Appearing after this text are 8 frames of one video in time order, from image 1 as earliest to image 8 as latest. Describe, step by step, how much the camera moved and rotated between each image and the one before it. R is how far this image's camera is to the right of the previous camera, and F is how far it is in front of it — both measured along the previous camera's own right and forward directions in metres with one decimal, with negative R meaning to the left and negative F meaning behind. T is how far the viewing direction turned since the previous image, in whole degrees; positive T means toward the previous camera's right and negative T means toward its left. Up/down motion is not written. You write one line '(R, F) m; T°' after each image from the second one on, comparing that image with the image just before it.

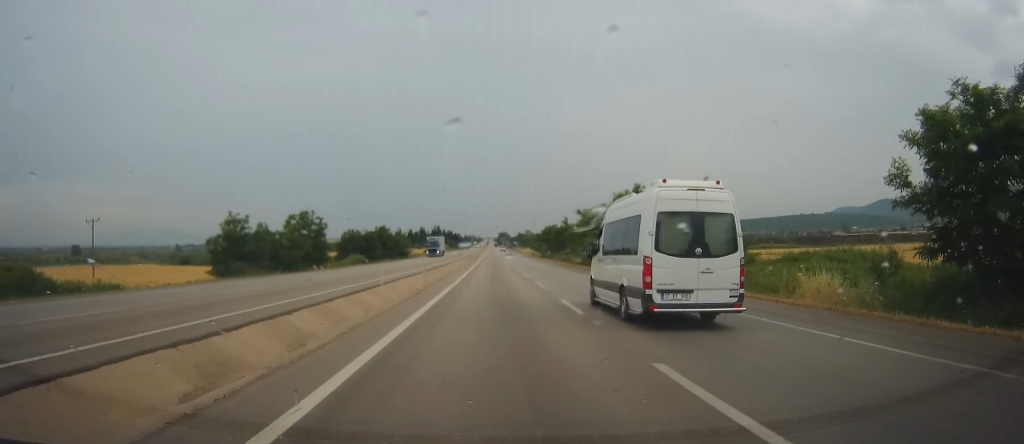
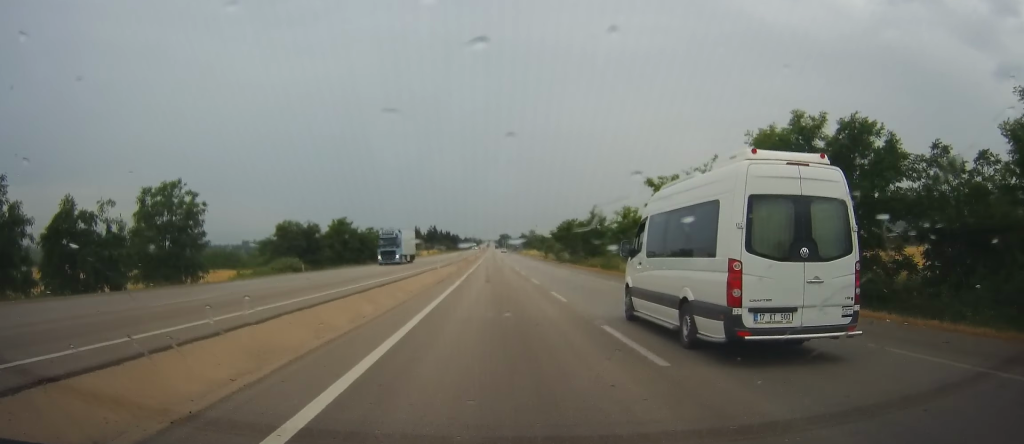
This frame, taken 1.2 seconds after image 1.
(+0.4, +31.1) m; 0°
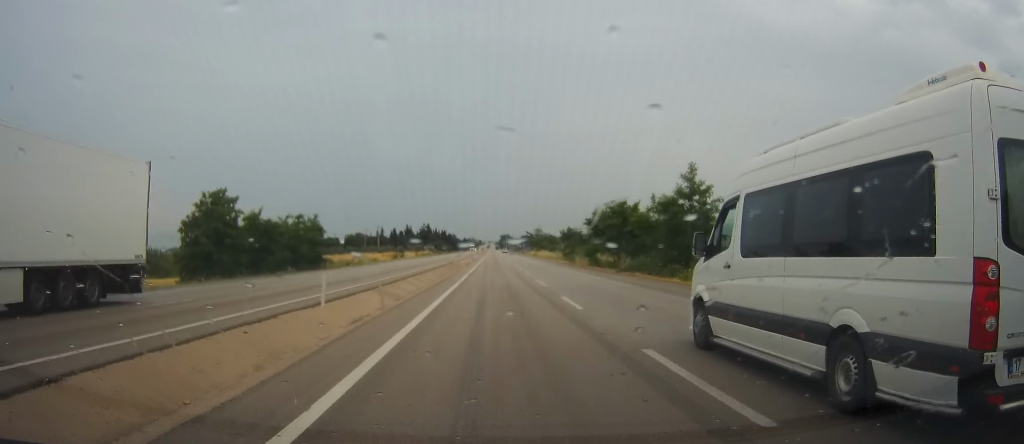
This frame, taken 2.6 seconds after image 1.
(-0.8, +37.3) m; -2°
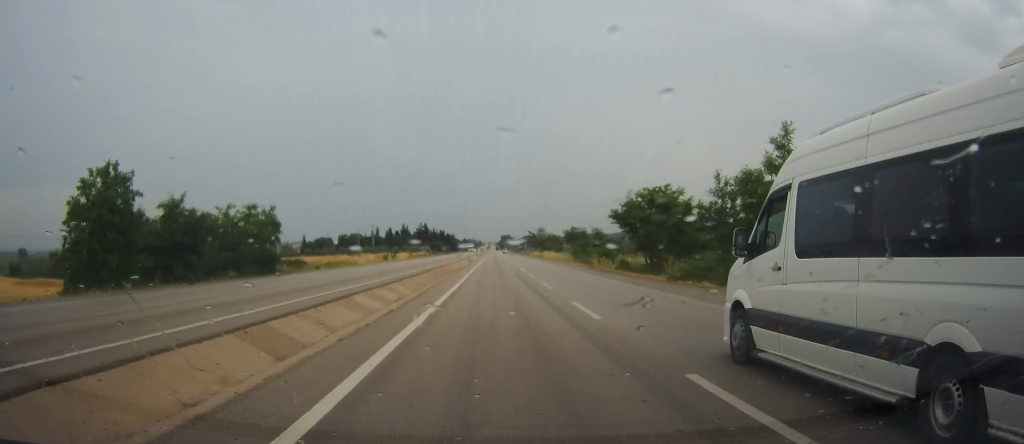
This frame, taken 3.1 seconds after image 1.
(+0.1, +14.3) m; -1°
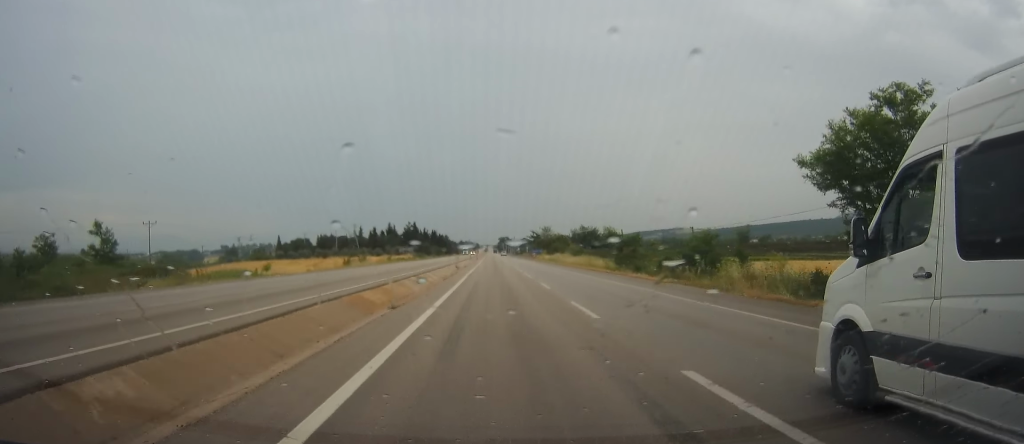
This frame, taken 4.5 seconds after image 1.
(-0.5, +35.4) m; 0°
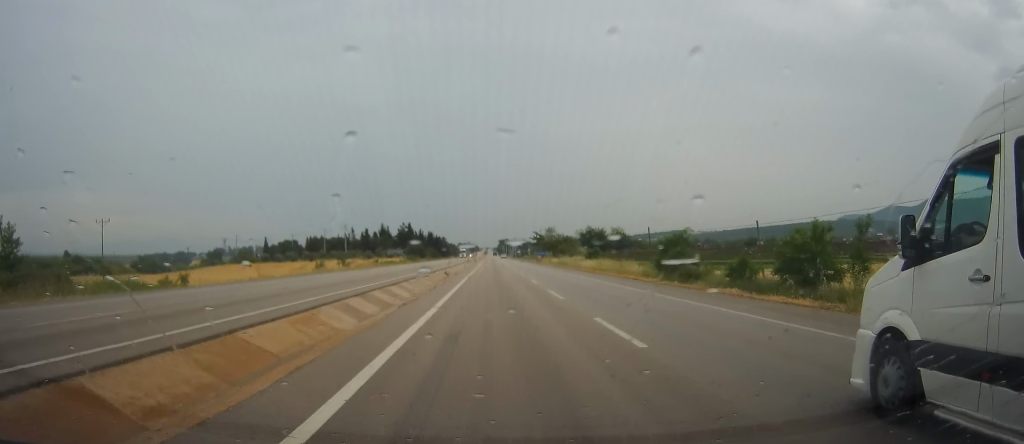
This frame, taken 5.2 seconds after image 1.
(+0.2, +17.2) m; 0°
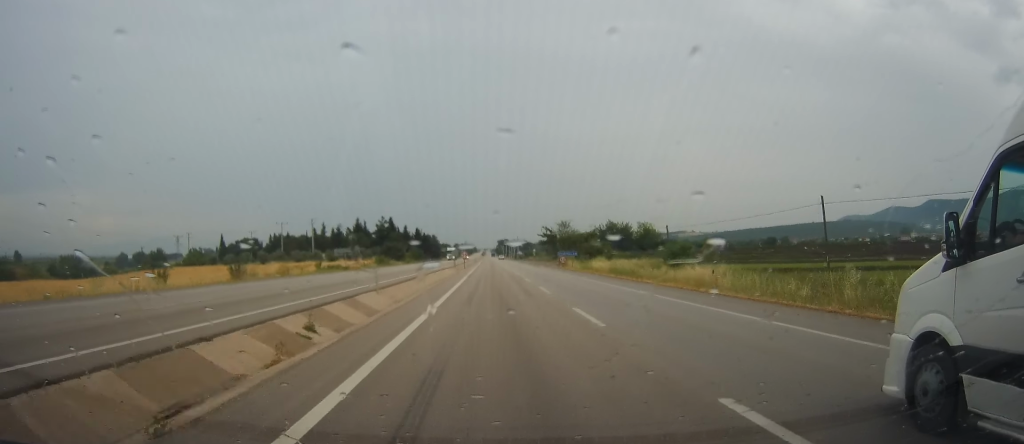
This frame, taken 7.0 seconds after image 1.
(-0.9, +44.4) m; -2°
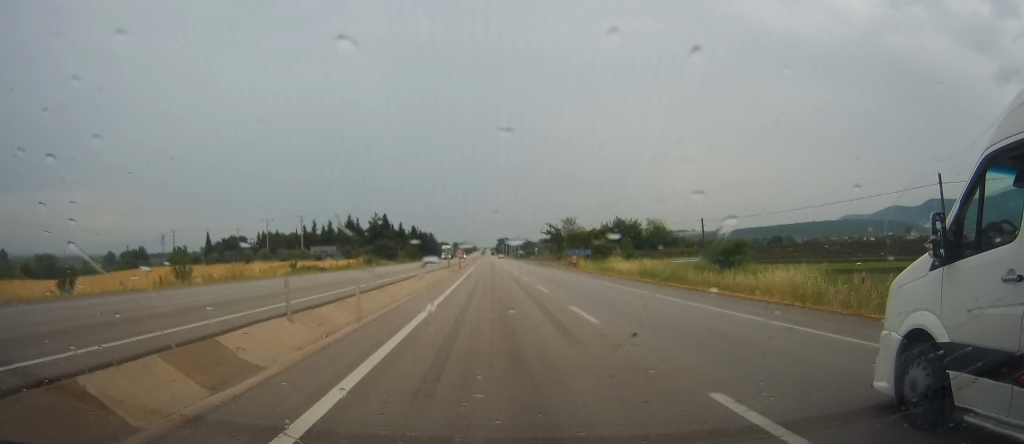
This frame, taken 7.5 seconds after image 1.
(0.0, +11.9) m; 0°
